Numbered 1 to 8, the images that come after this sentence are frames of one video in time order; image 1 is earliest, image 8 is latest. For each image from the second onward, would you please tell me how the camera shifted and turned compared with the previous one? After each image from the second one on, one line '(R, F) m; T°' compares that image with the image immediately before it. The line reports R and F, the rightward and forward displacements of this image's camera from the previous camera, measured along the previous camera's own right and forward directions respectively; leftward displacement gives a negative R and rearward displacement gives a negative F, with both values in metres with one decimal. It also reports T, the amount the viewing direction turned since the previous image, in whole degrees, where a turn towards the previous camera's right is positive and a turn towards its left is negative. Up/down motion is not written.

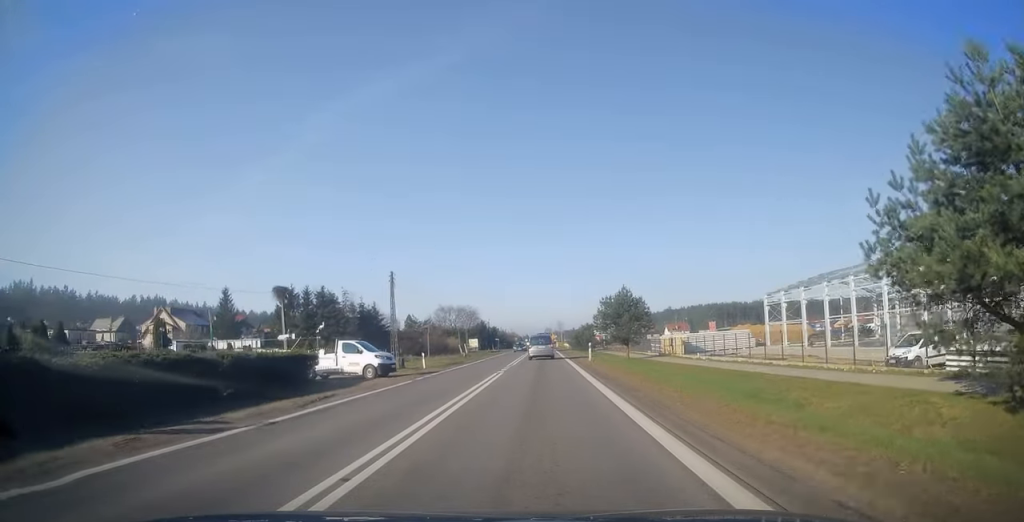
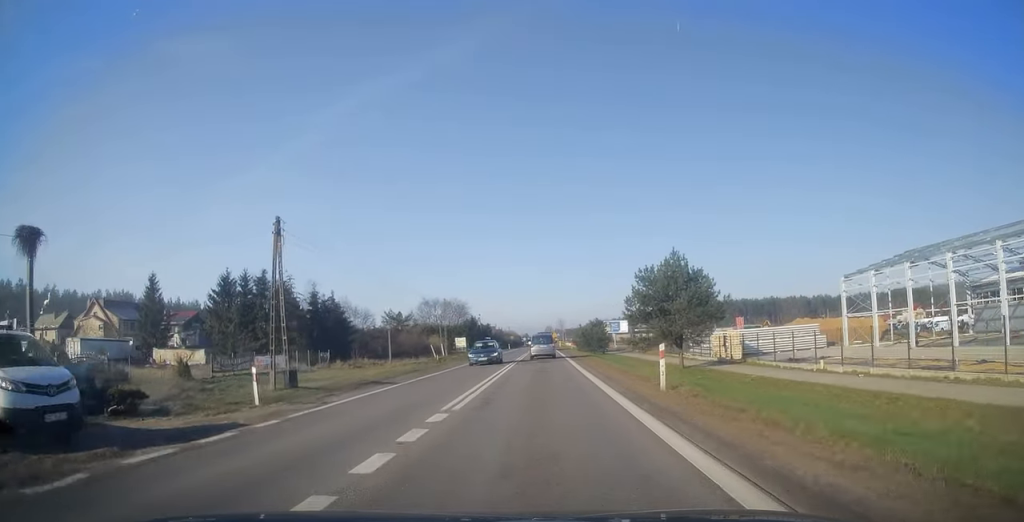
(-0.1, +22.2) m; -1°
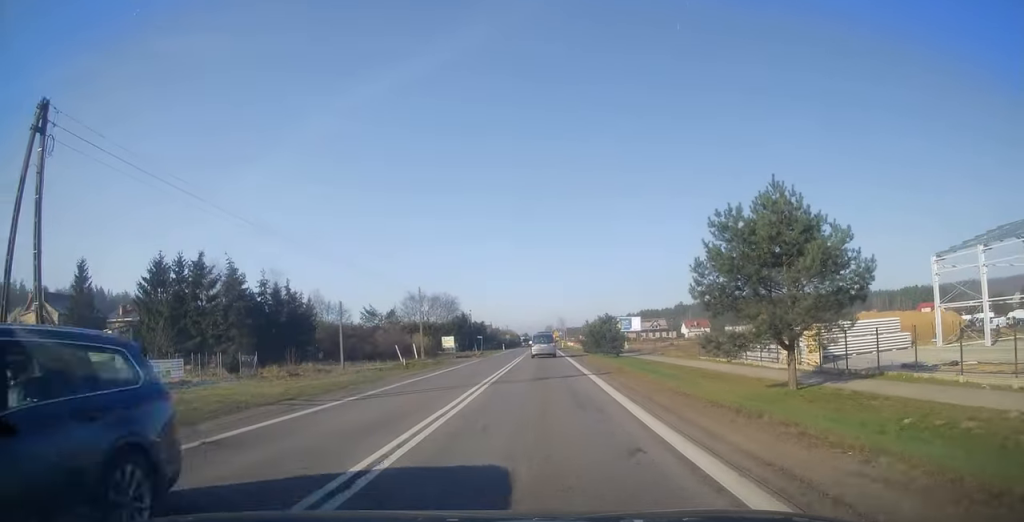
(-0.2, +16.9) m; 0°
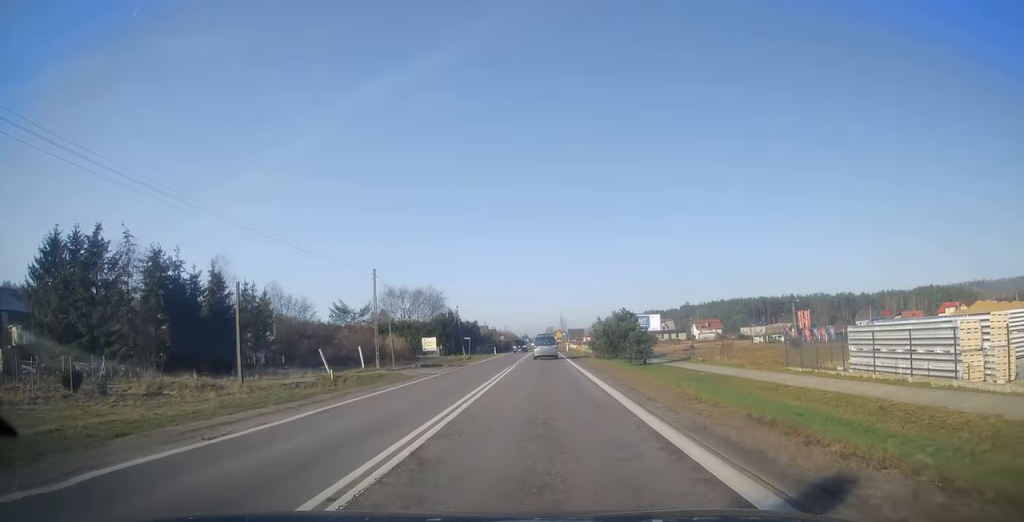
(+0.3, +18.9) m; +1°
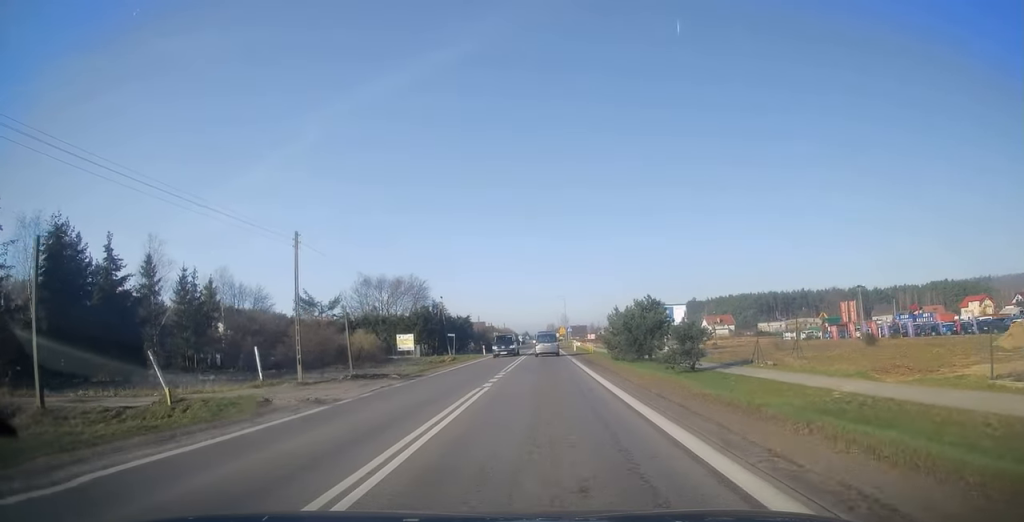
(0.0, +14.6) m; 0°
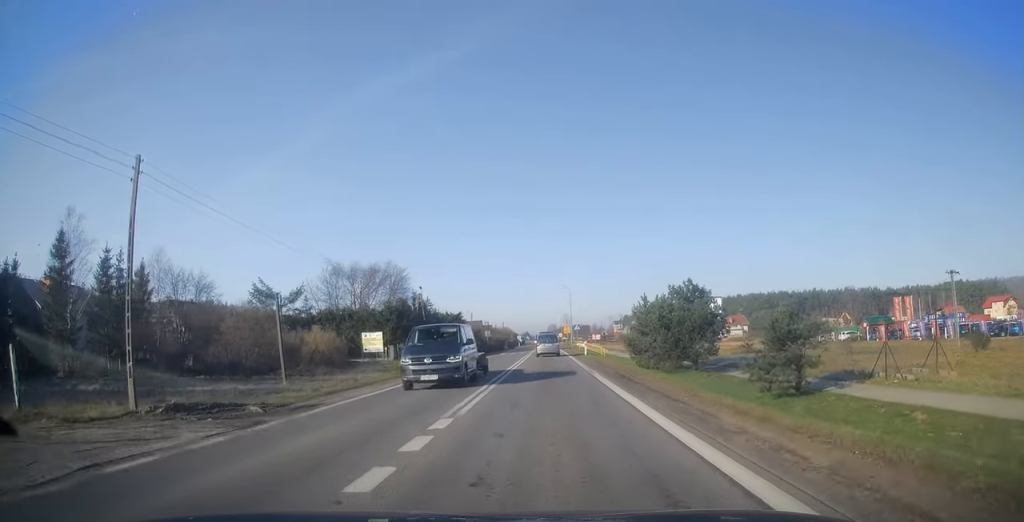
(0.0, +13.5) m; 0°
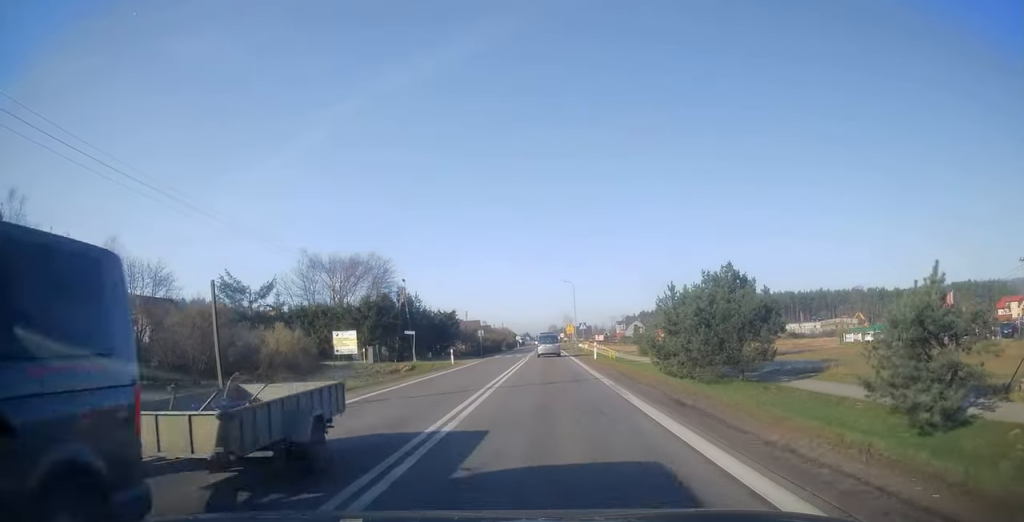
(0.0, +8.0) m; 0°
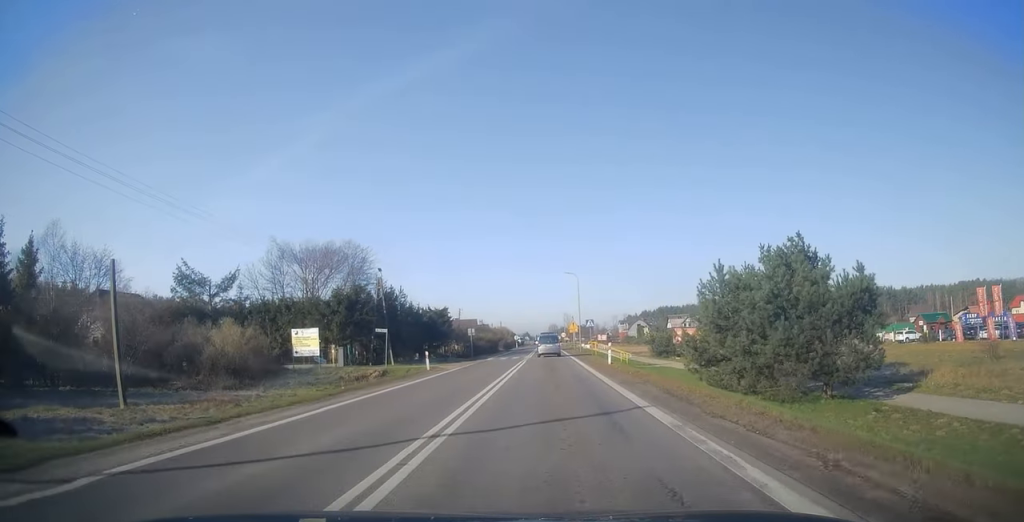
(0.0, +8.4) m; 0°
